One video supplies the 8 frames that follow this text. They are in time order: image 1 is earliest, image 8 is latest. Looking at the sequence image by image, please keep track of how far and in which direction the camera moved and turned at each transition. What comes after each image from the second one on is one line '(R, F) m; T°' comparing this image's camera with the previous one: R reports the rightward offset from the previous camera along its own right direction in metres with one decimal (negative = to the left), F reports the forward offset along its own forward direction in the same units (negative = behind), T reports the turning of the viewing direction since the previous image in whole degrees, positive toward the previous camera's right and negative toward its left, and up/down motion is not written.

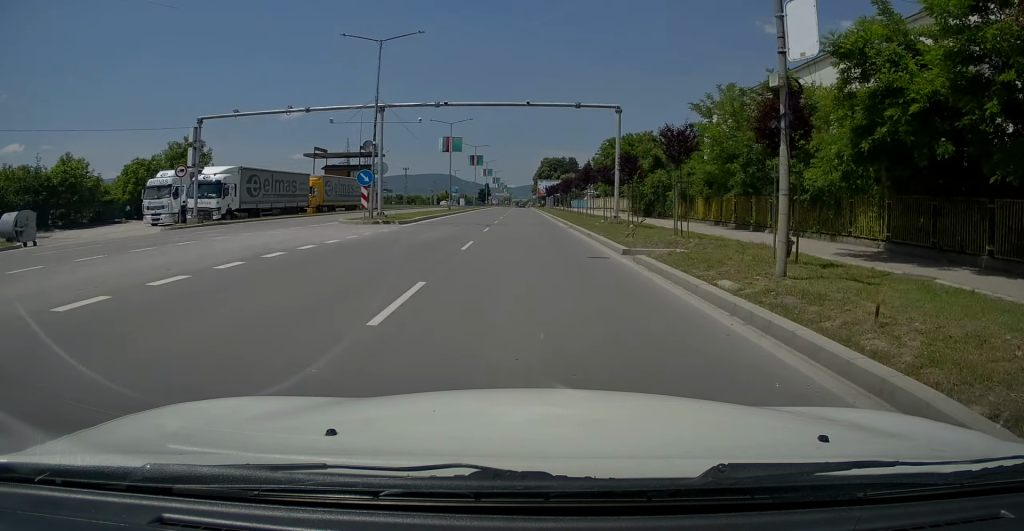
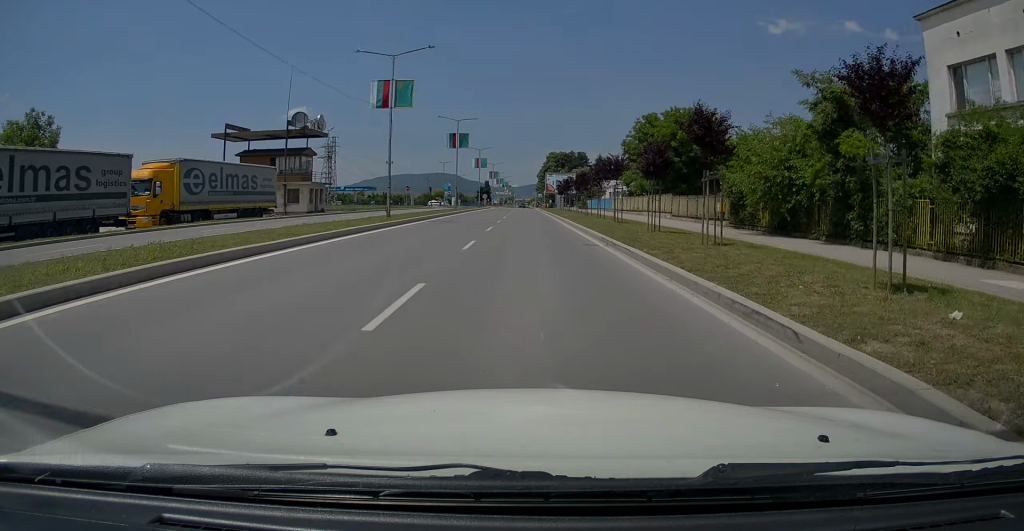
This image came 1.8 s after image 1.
(0.0, +26.8) m; 0°
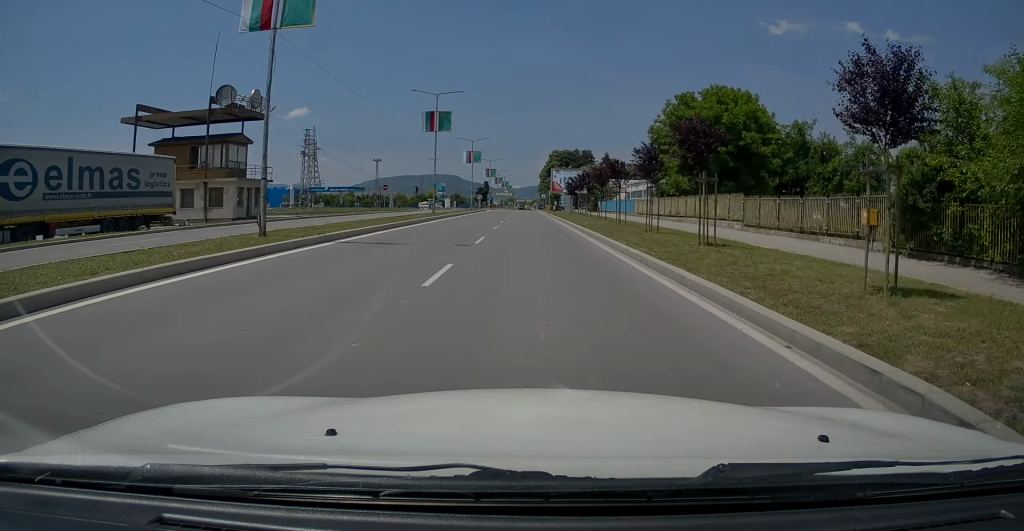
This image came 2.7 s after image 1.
(0.0, +14.8) m; +1°
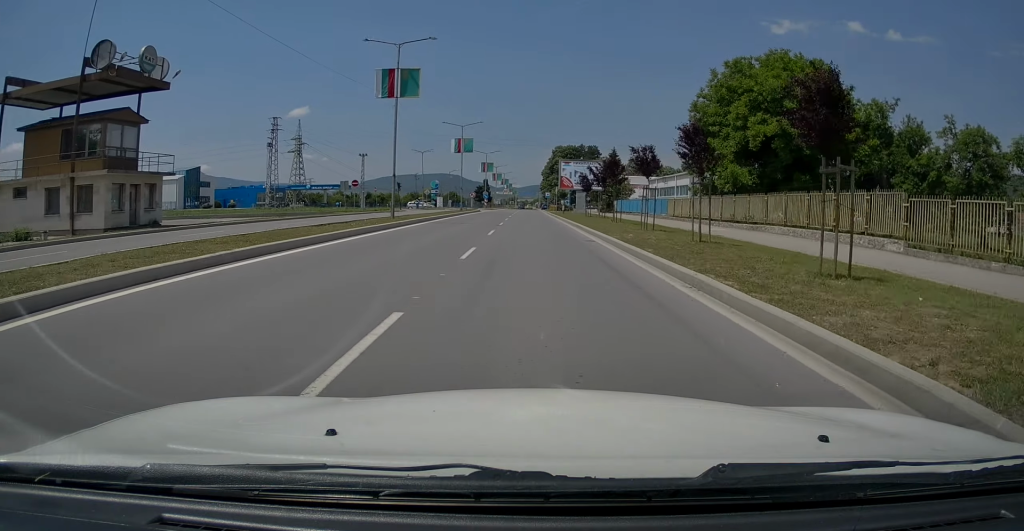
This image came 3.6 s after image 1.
(+0.2, +14.0) m; 0°
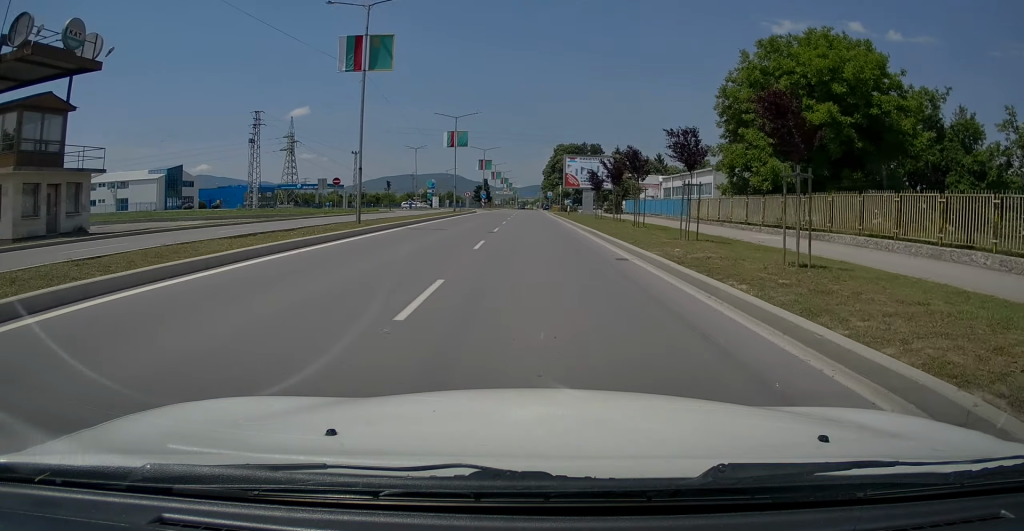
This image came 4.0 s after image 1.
(+0.1, +6.2) m; 0°
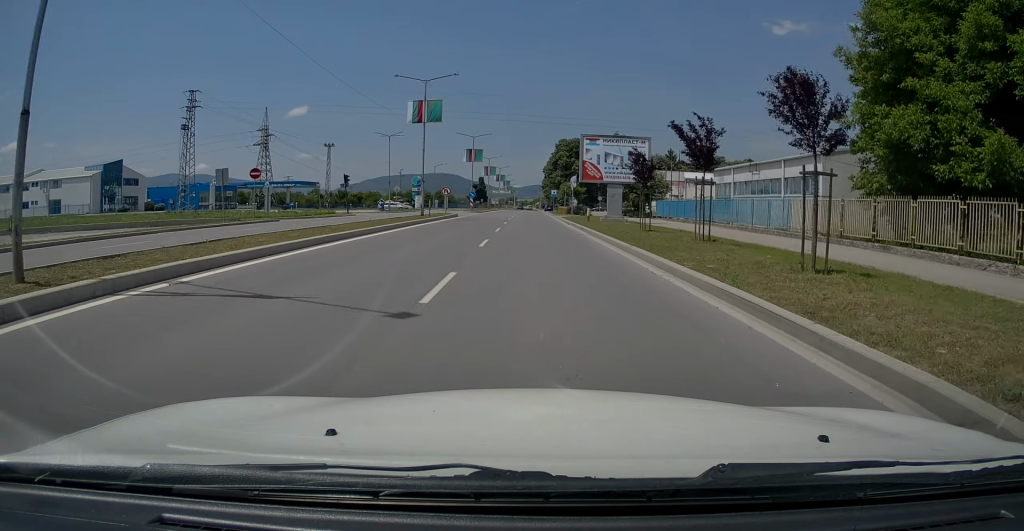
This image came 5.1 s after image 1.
(-0.4, +16.6) m; -1°
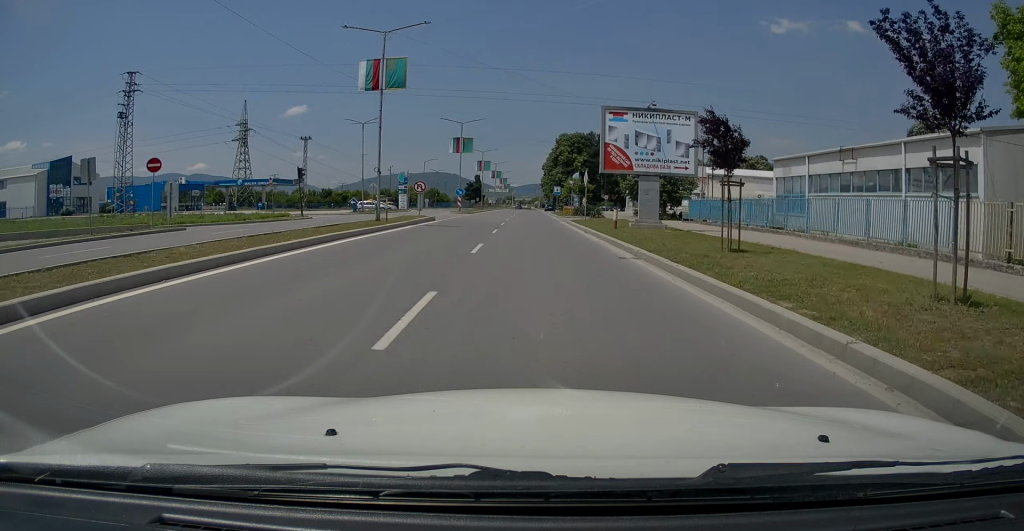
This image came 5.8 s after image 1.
(-0.1, +10.9) m; +1°
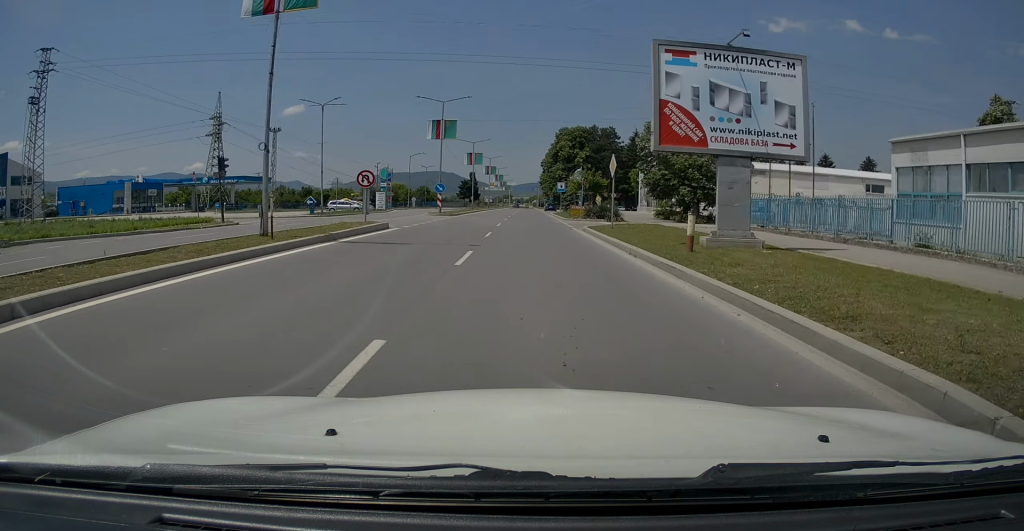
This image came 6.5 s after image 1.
(+0.2, +11.4) m; 0°
